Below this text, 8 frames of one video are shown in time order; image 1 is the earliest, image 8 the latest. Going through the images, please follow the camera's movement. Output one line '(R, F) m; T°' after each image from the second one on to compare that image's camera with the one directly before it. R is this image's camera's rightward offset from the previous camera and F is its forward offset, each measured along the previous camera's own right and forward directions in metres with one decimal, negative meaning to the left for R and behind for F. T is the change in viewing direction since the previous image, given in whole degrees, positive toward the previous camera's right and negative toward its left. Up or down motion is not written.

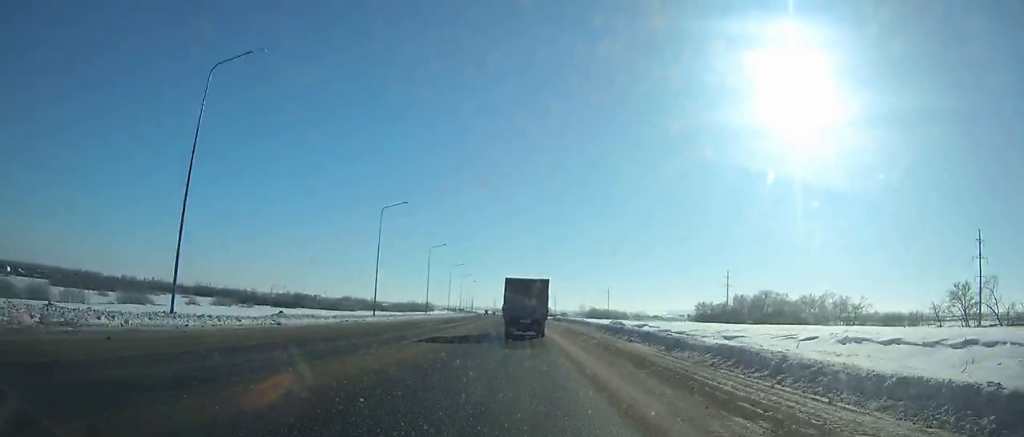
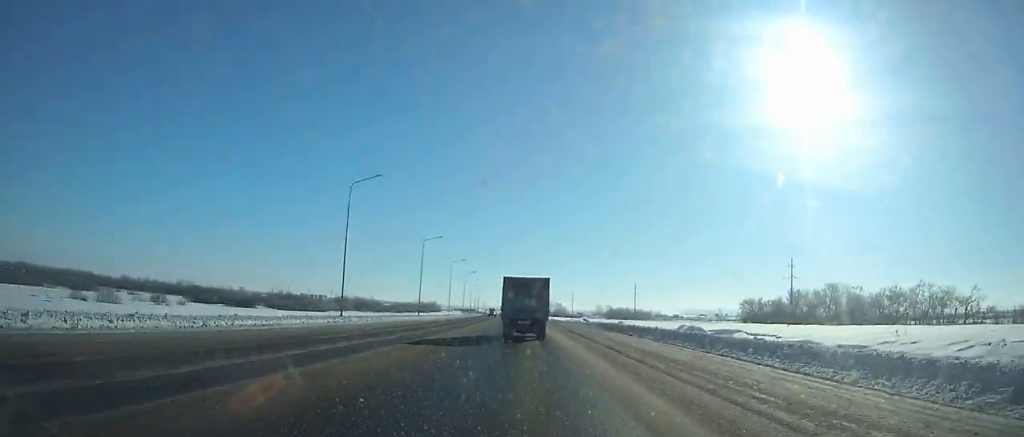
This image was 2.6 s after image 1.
(-0.4, +49.4) m; -1°
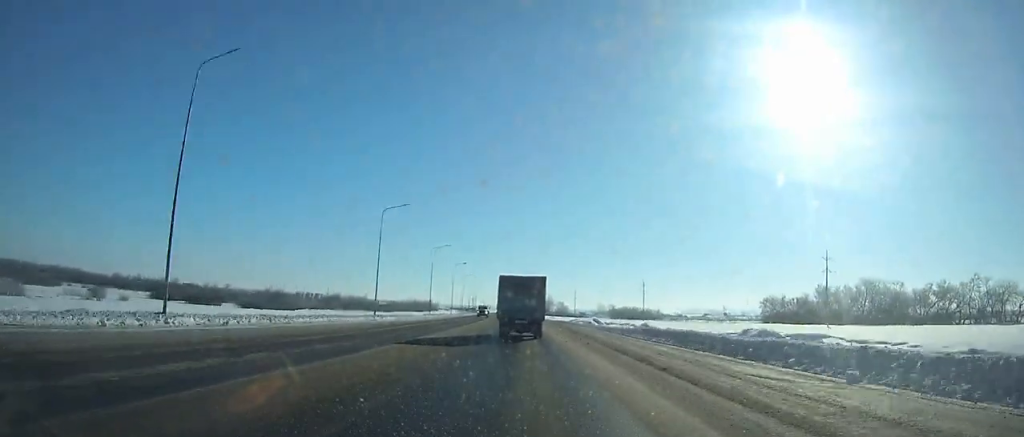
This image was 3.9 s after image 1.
(0.0, +24.1) m; 0°
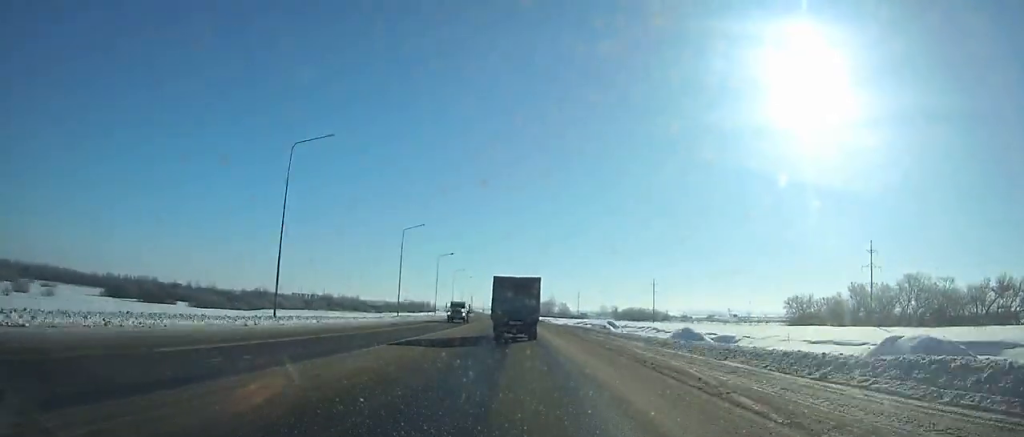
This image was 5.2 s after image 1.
(-0.2, +23.2) m; -1°
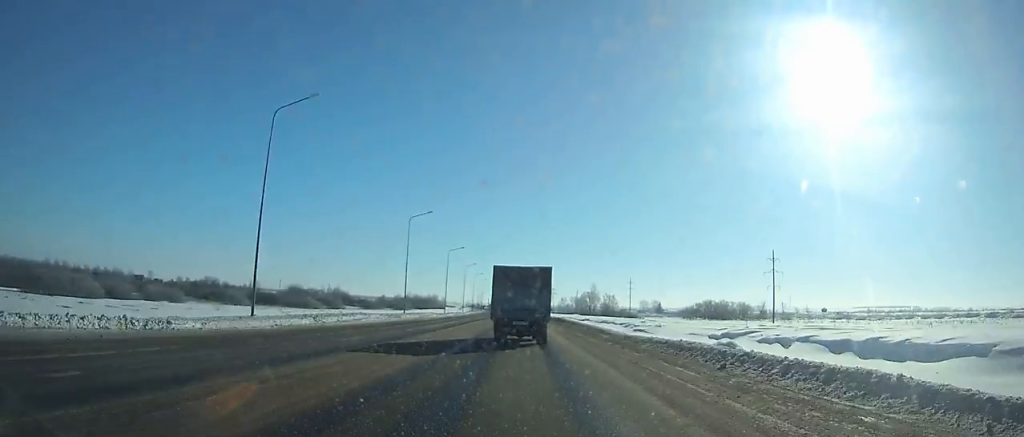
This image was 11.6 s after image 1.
(-2.1, +106.9) m; -2°
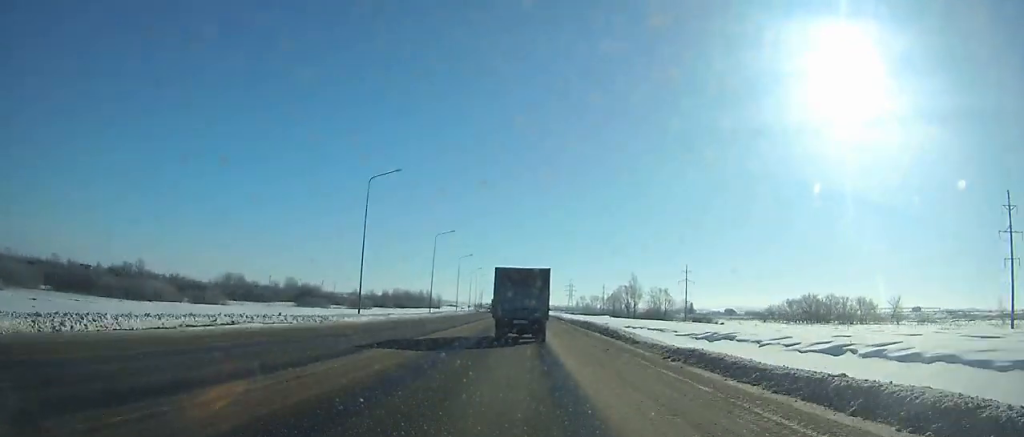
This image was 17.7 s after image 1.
(-1.1, +88.0) m; -1°
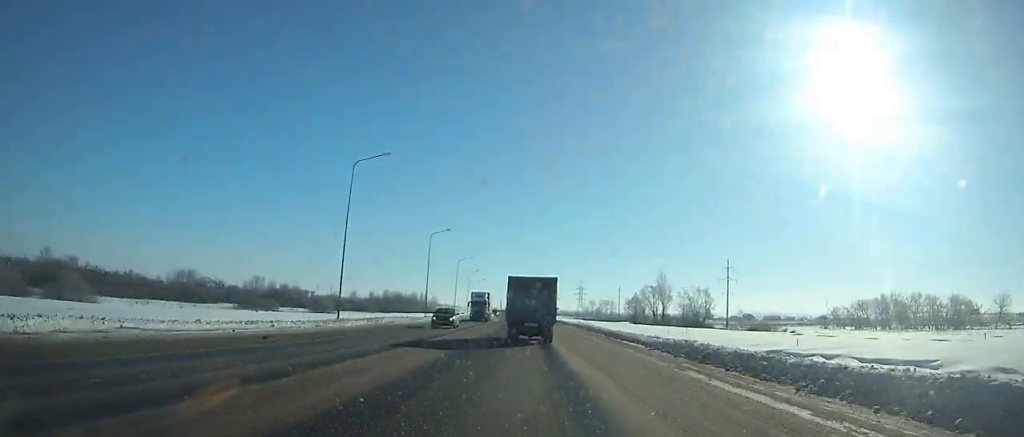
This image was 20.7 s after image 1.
(-0.2, +39.6) m; 0°
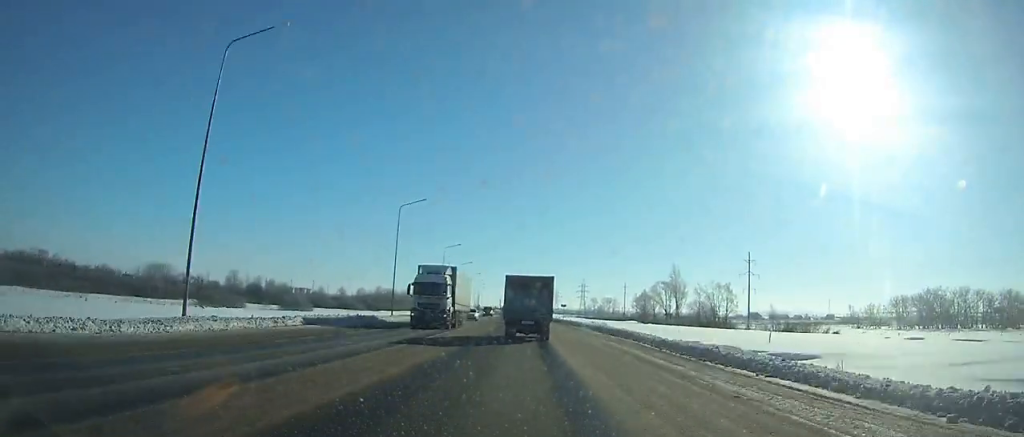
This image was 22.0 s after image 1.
(0.0, +16.8) m; 0°
